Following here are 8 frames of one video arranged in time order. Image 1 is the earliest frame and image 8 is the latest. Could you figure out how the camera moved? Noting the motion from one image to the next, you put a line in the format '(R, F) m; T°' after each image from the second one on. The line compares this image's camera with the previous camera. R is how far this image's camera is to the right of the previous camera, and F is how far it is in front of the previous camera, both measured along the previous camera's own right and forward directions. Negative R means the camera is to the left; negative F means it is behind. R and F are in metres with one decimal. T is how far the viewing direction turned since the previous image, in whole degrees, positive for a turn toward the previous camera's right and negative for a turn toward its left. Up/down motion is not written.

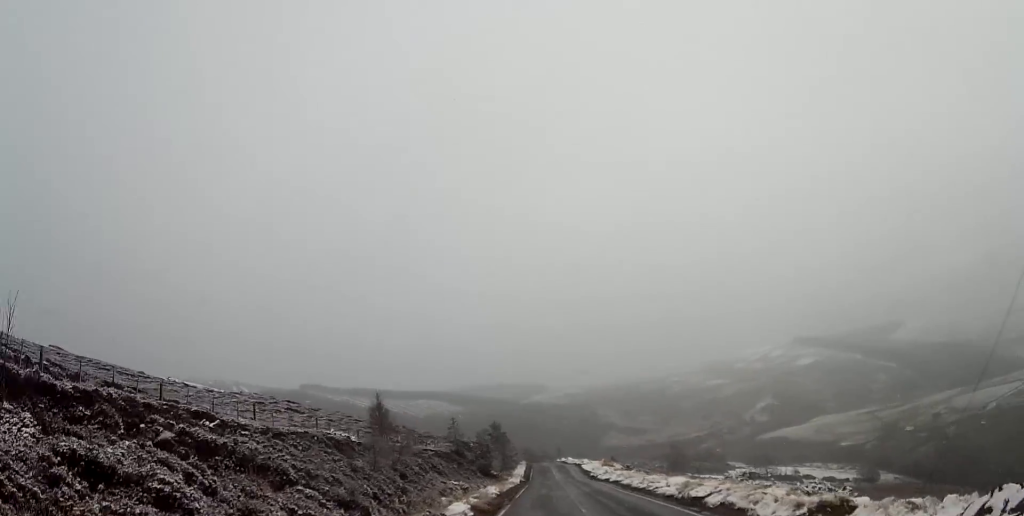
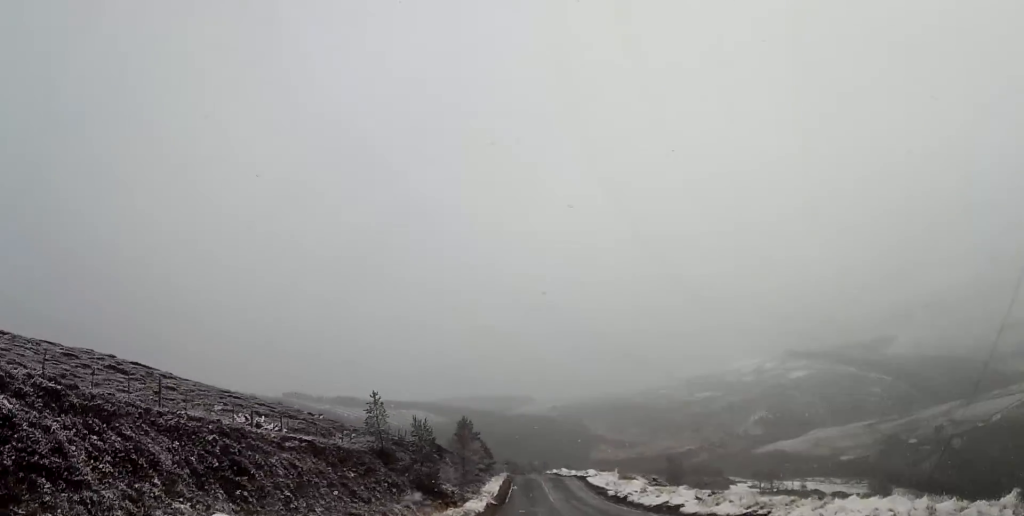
(+0.6, +29.3) m; +1°
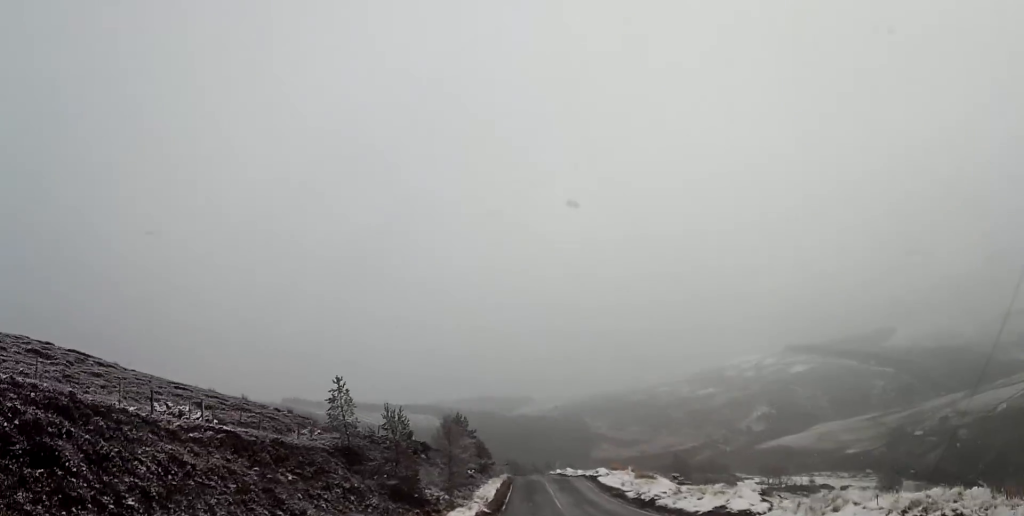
(0.0, +7.9) m; 0°
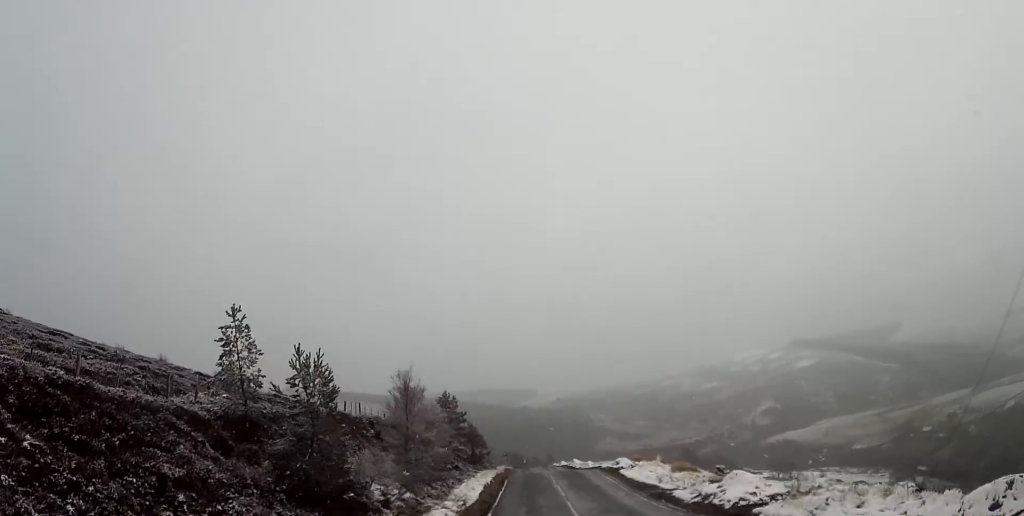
(0.0, +12.4) m; 0°
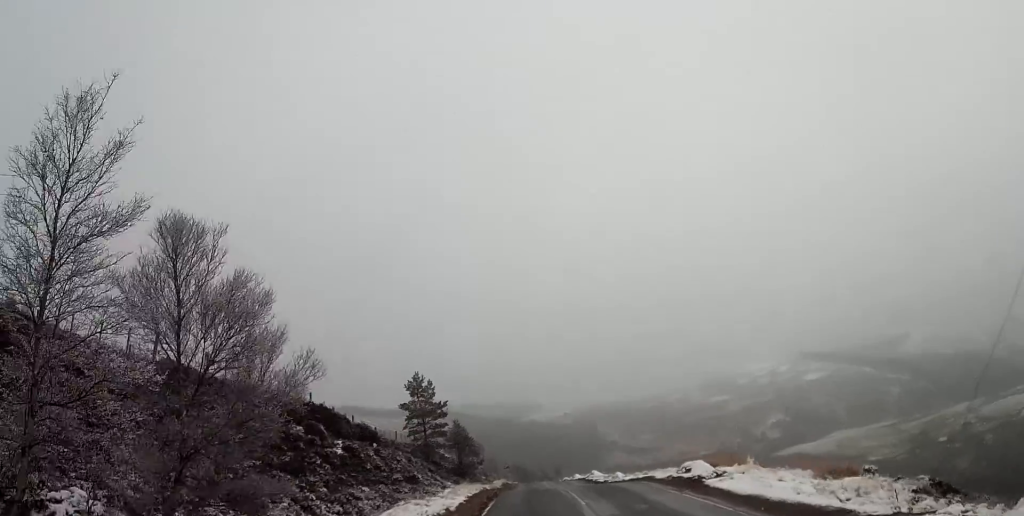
(-0.1, +18.1) m; -1°
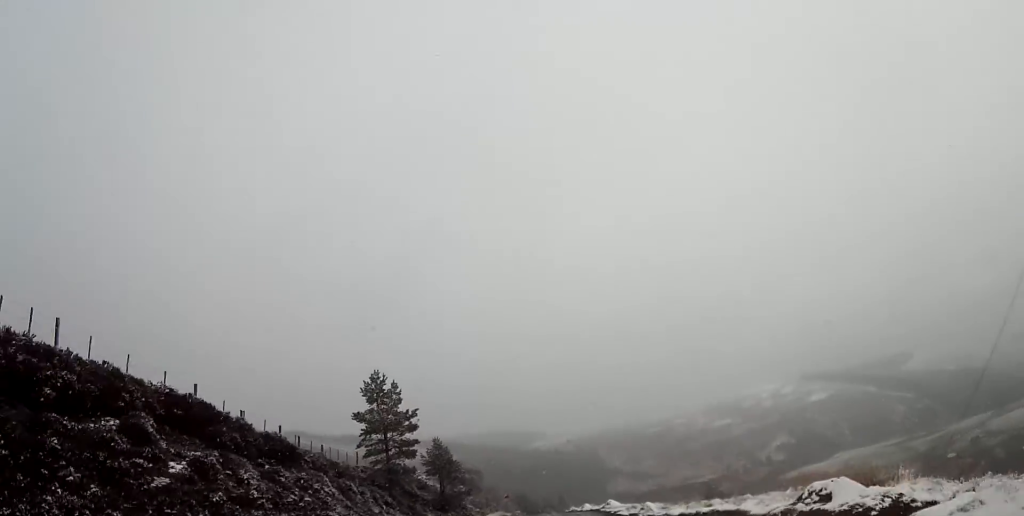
(-0.1, +11.8) m; -1°
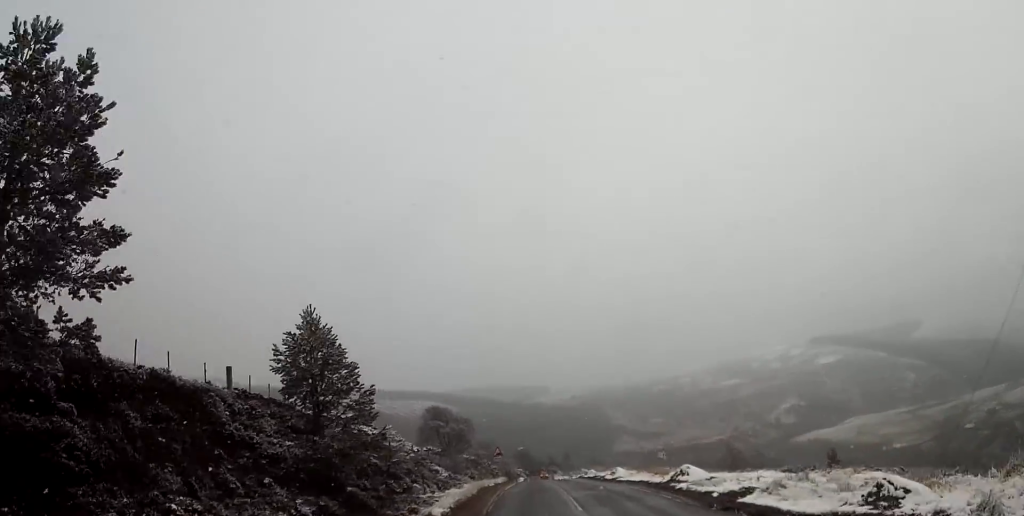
(-0.1, +25.4) m; 0°
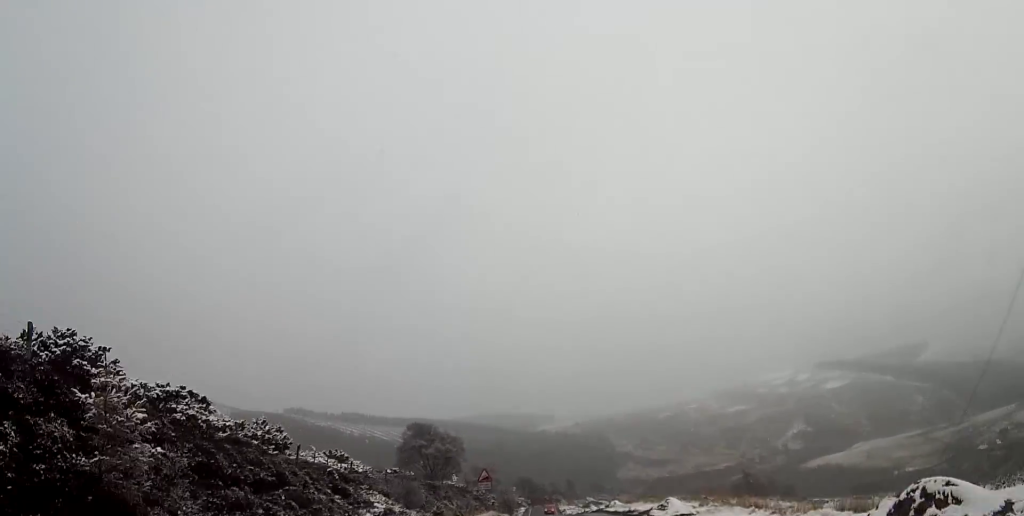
(0.0, +17.3) m; 0°
